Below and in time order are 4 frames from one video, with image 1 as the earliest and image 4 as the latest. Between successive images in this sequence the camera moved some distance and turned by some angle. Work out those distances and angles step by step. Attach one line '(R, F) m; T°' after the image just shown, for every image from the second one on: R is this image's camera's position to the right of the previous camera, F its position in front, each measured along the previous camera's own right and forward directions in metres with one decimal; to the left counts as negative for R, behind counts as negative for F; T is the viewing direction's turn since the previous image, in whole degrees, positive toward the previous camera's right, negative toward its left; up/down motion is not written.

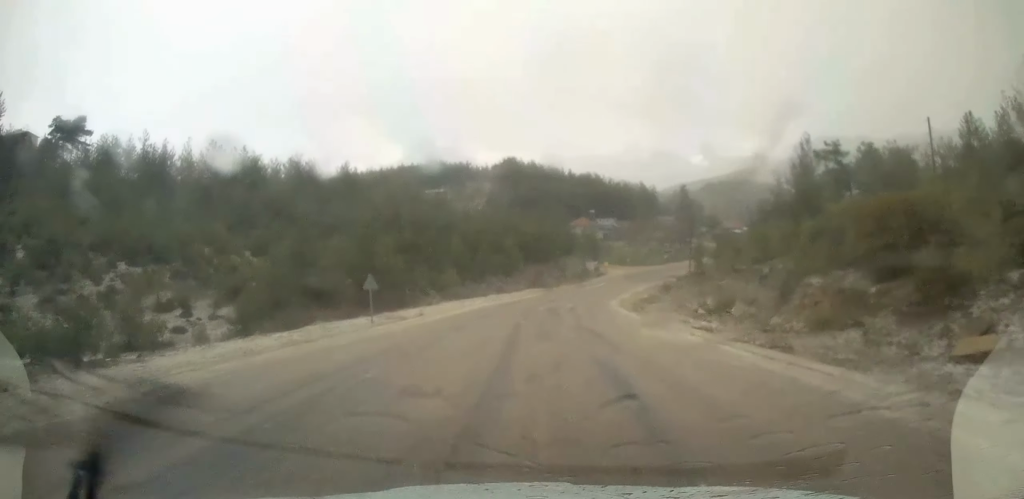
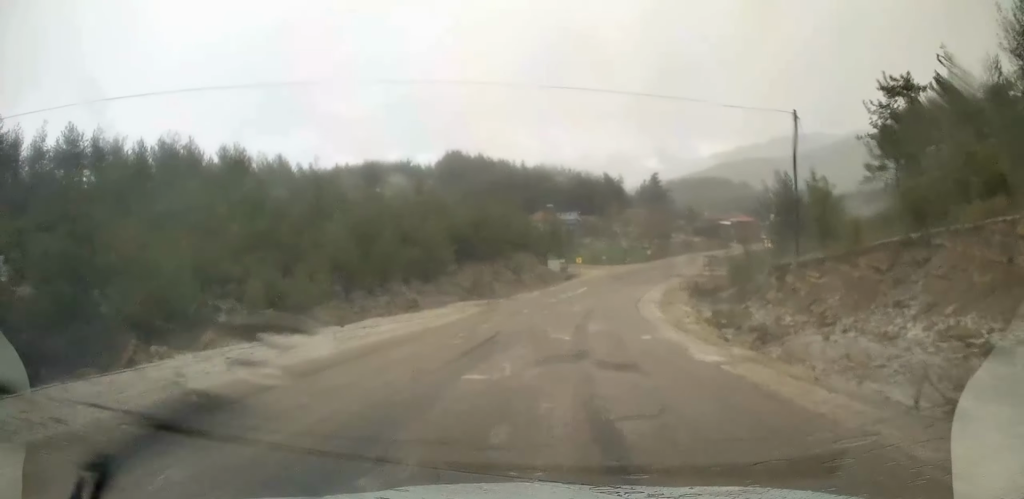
(+1.1, +34.8) m; +5°
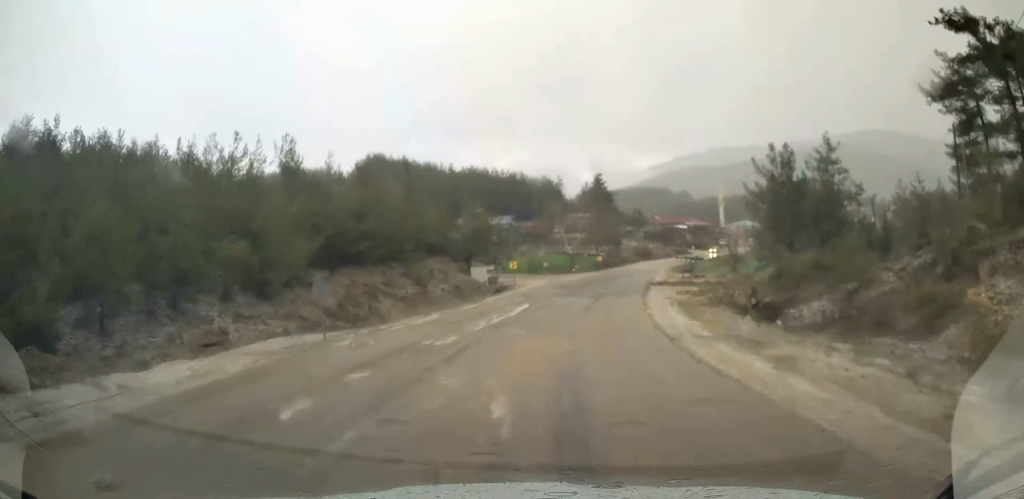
(+1.1, +24.0) m; +6°
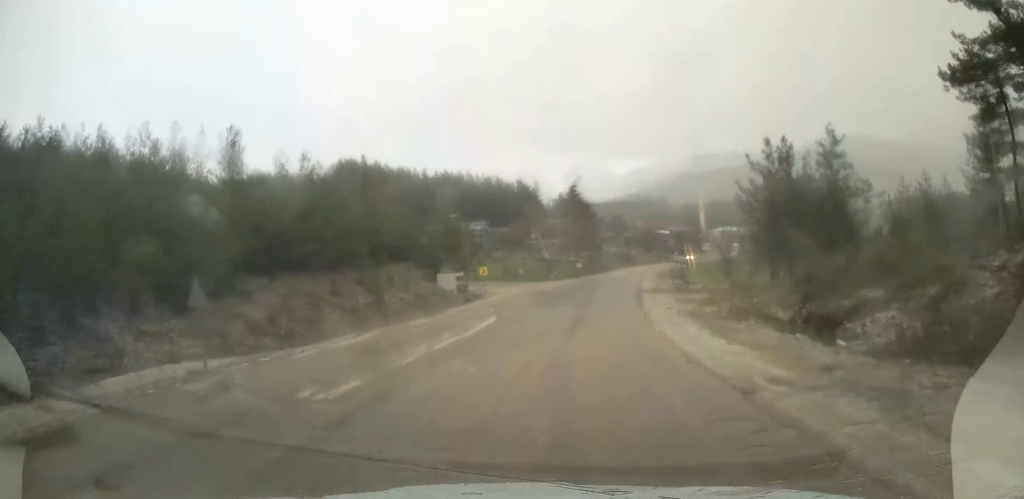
(+0.2, +6.6) m; +3°
